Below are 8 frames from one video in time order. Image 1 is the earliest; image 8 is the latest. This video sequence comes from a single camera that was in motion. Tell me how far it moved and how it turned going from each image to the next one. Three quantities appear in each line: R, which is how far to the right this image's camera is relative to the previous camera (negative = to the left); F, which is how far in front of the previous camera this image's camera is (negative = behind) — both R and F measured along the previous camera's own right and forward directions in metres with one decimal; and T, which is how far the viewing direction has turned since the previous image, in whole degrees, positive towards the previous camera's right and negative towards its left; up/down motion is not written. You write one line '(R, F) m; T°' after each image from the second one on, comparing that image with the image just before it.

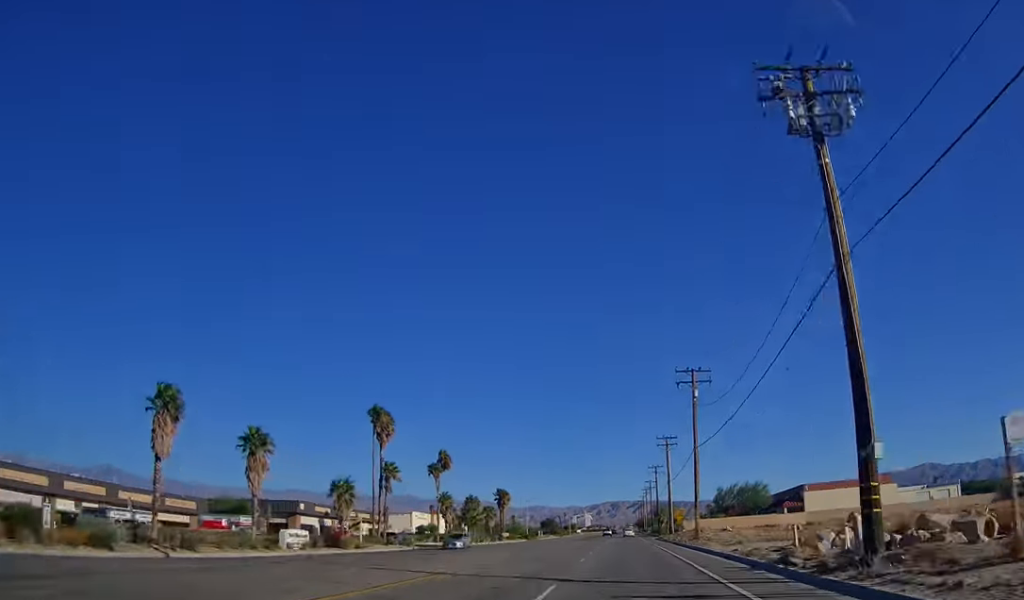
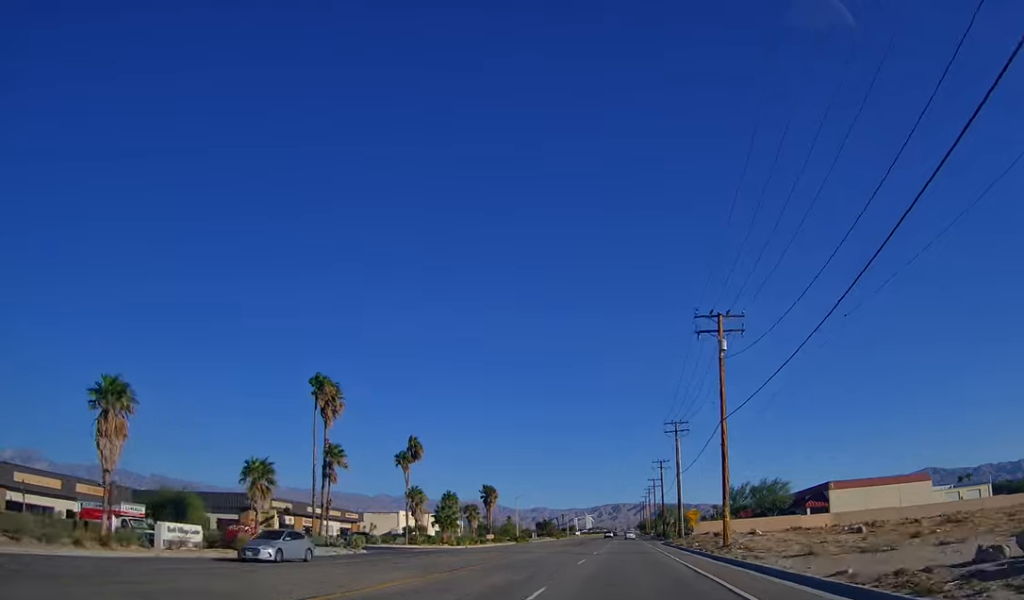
(+0.2, +14.2) m; -1°
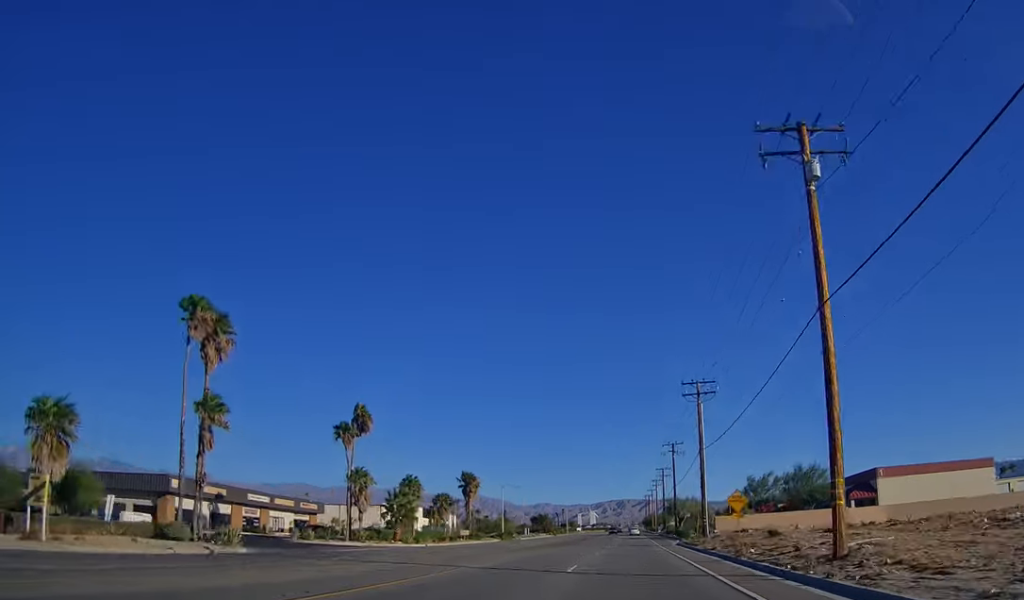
(-0.4, +19.8) m; 0°
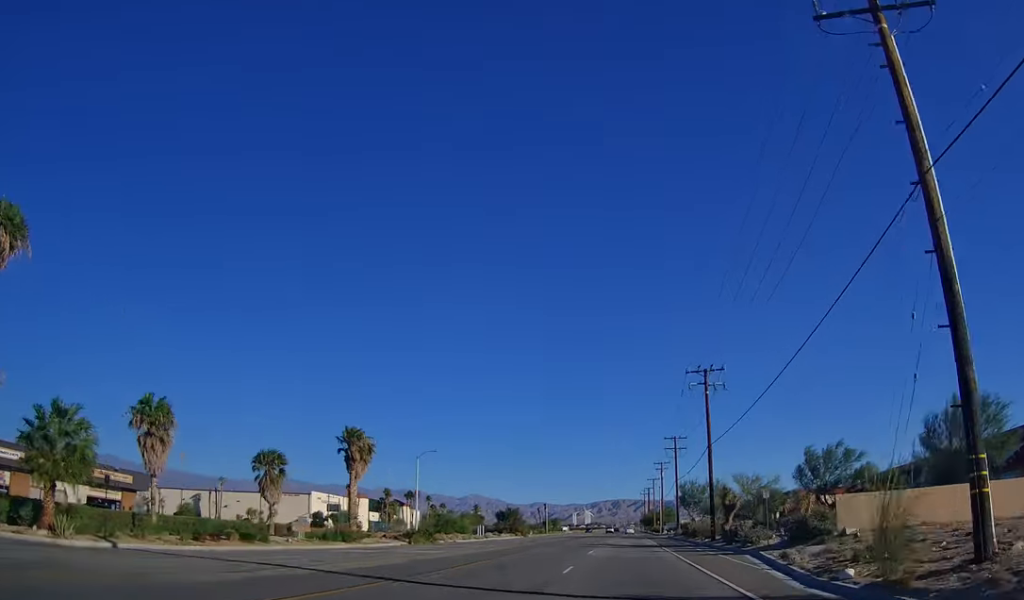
(+0.2, +46.6) m; +1°
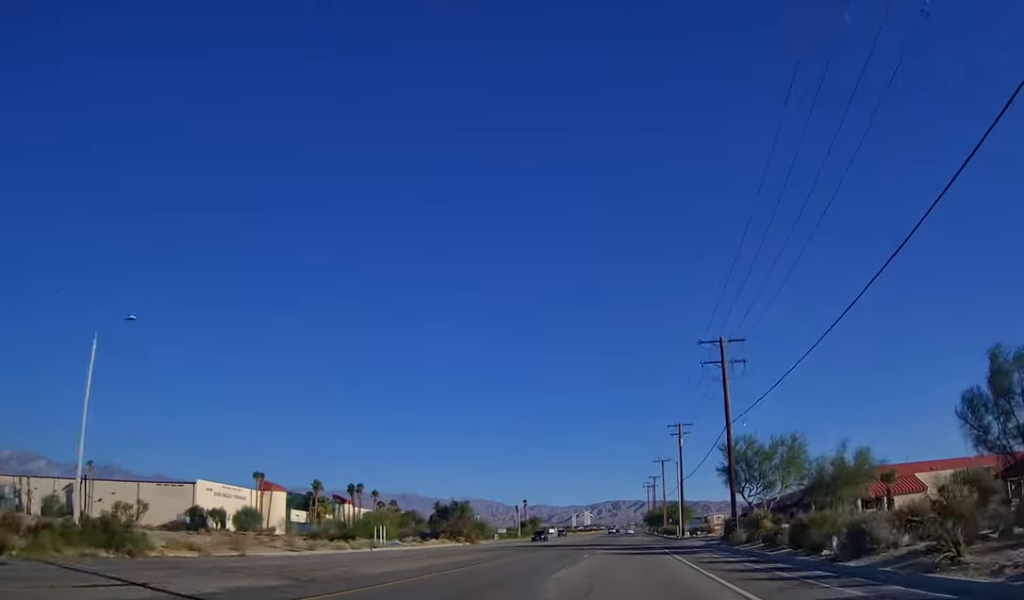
(+0.3, +48.3) m; 0°
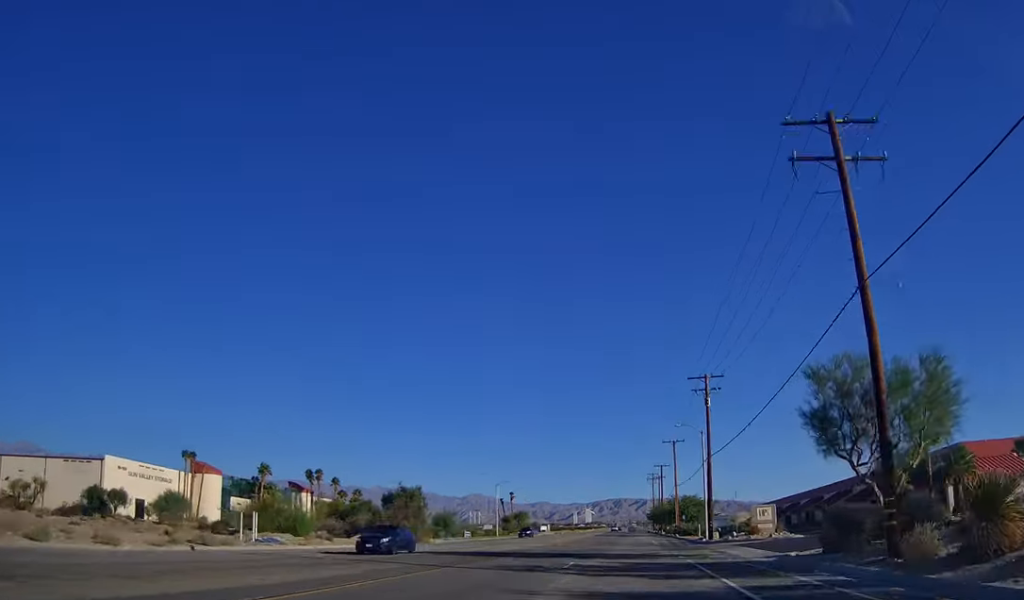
(-0.3, +25.1) m; 0°
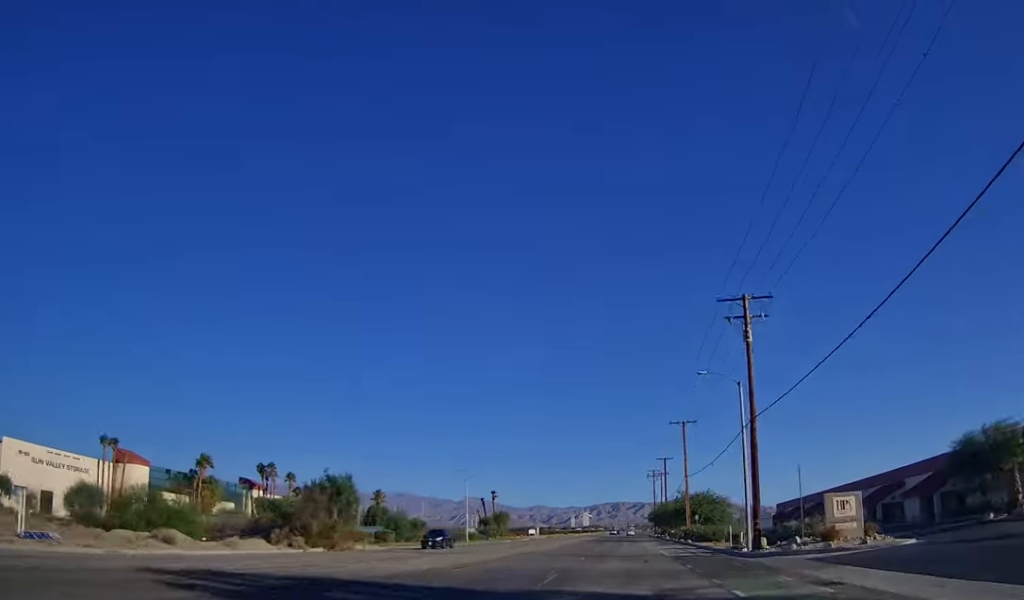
(-0.1, +20.1) m; 0°
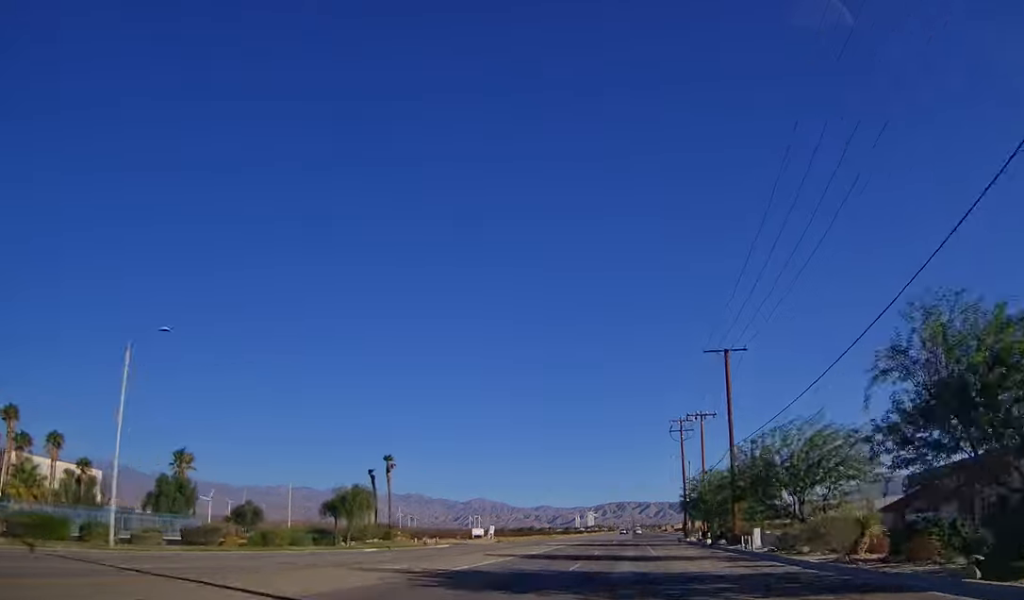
(+0.6, +67.0) m; 0°
